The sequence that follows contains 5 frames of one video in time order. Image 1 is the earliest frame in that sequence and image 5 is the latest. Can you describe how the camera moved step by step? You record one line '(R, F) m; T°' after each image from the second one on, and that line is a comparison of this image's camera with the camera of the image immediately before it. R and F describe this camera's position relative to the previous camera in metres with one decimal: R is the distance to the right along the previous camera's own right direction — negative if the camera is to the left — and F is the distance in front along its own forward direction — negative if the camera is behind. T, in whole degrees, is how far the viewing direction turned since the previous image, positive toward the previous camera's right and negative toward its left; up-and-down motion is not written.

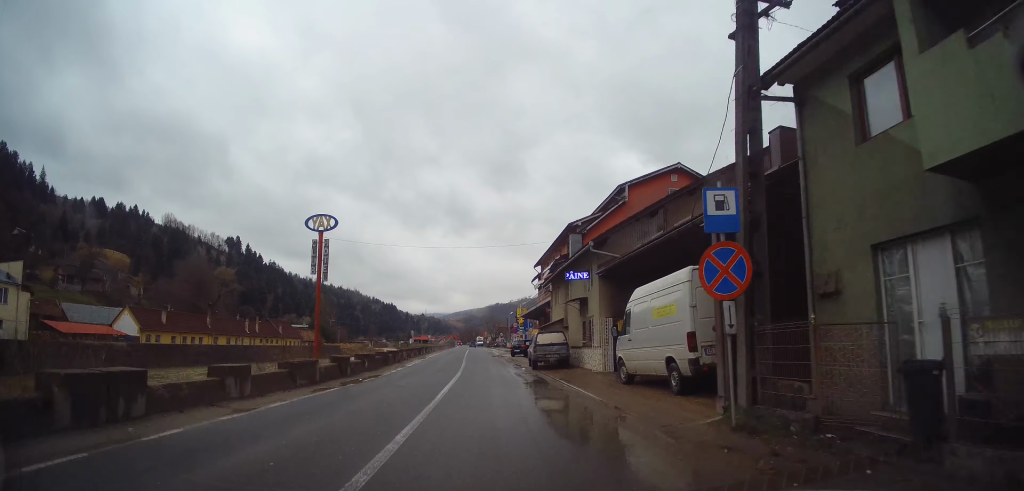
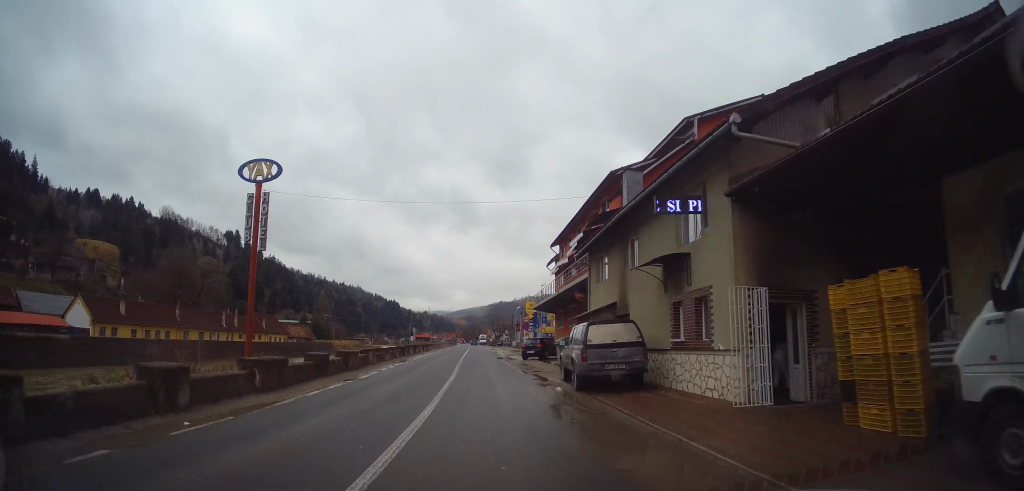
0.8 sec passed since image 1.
(+0.3, +11.9) m; 0°
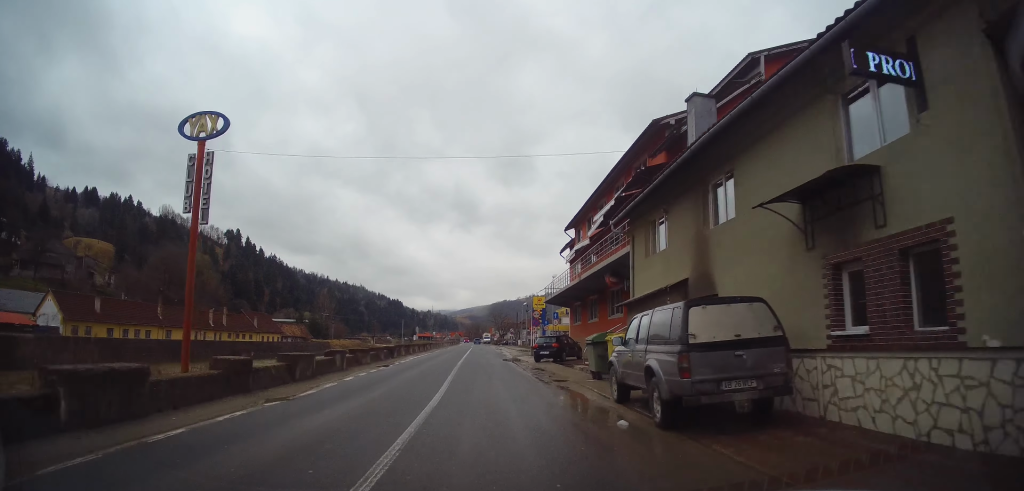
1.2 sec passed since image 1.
(-0.1, +6.4) m; -2°
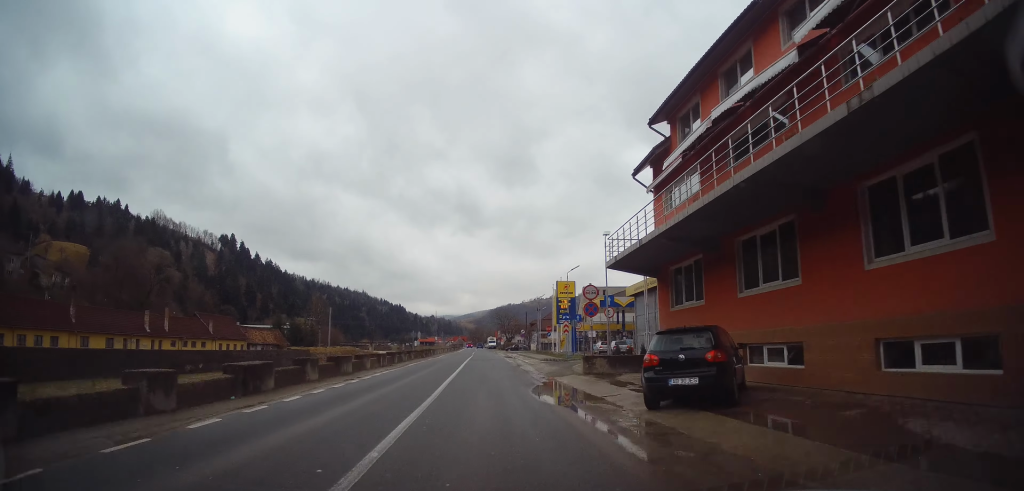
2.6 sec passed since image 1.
(-0.7, +20.7) m; -1°
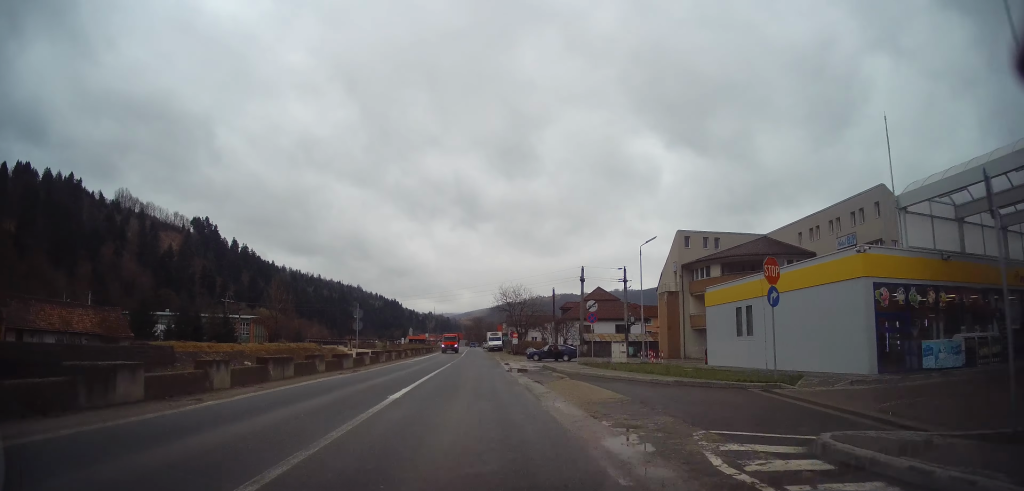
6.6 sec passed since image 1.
(+1.7, +58.9) m; 0°
